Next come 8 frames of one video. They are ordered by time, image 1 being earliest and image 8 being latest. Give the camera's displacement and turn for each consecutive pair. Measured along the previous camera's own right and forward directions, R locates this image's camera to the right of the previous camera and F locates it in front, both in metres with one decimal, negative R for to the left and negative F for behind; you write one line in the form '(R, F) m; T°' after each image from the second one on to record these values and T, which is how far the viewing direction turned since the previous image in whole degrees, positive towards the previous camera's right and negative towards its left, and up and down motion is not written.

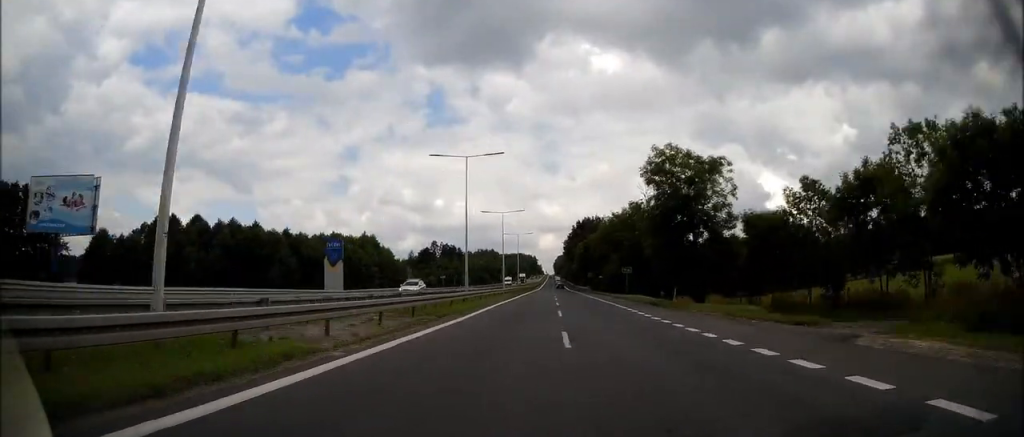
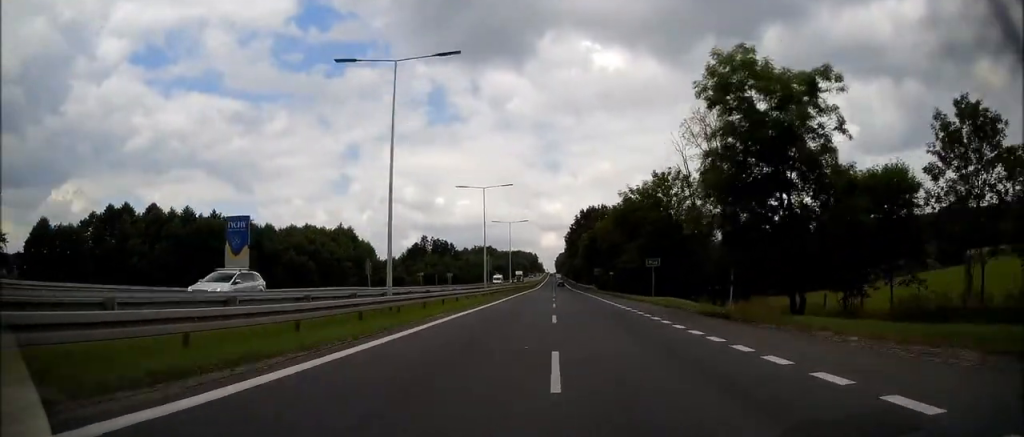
(+0.3, +17.1) m; 0°
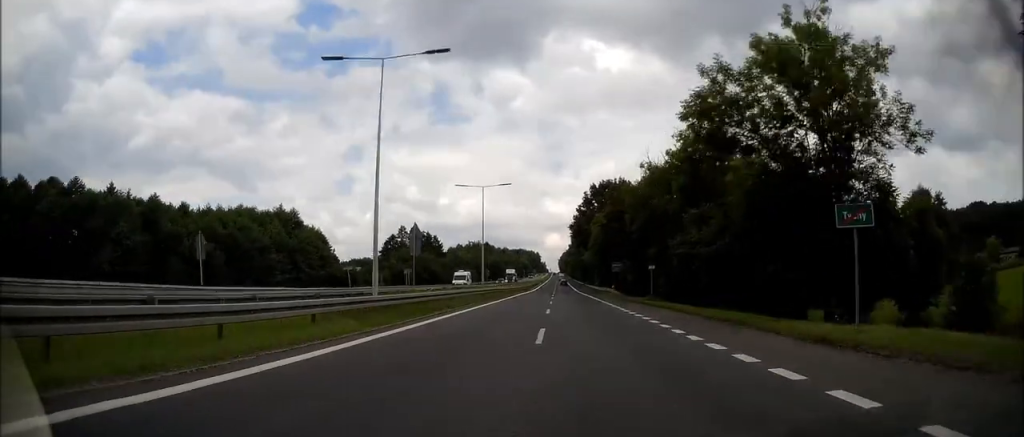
(-0.5, +29.8) m; -1°
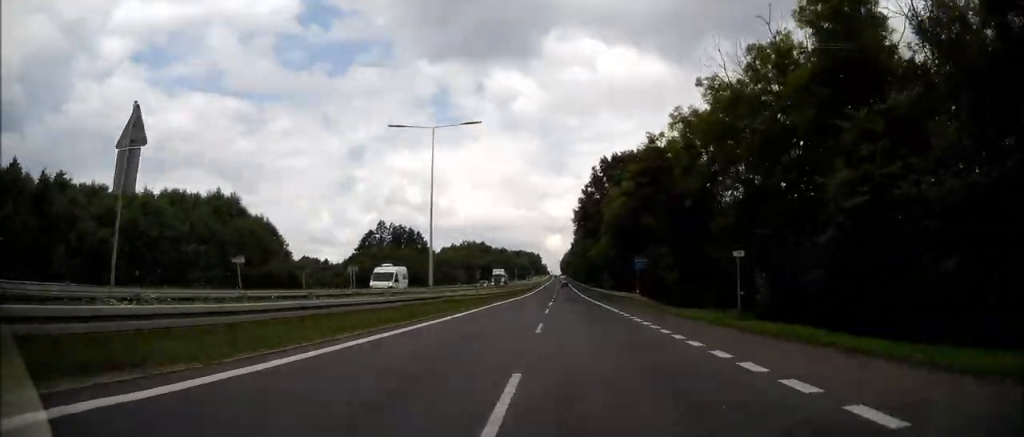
(0.0, +20.3) m; 0°
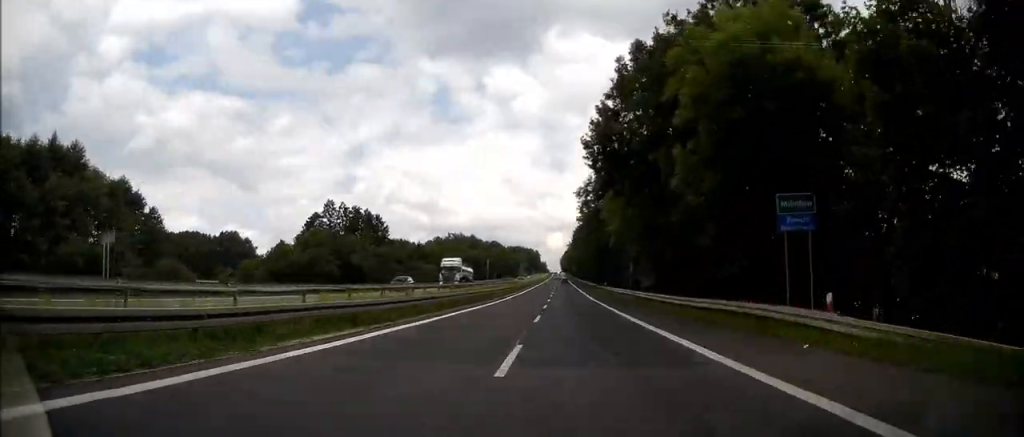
(0.0, +32.2) m; 0°
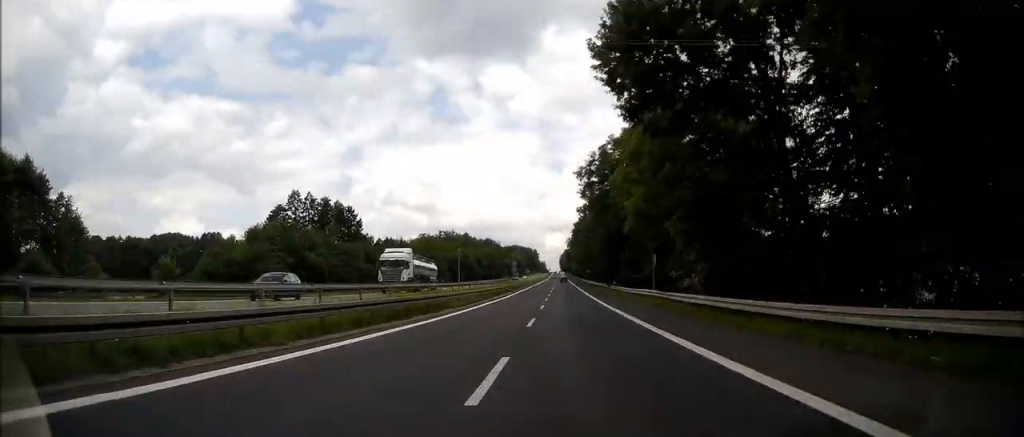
(0.0, +14.4) m; 0°
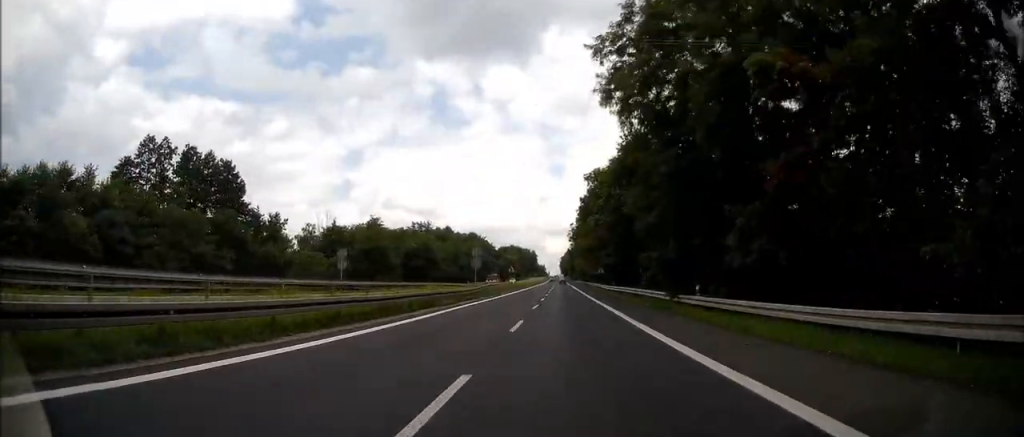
(-0.1, +38.0) m; 0°
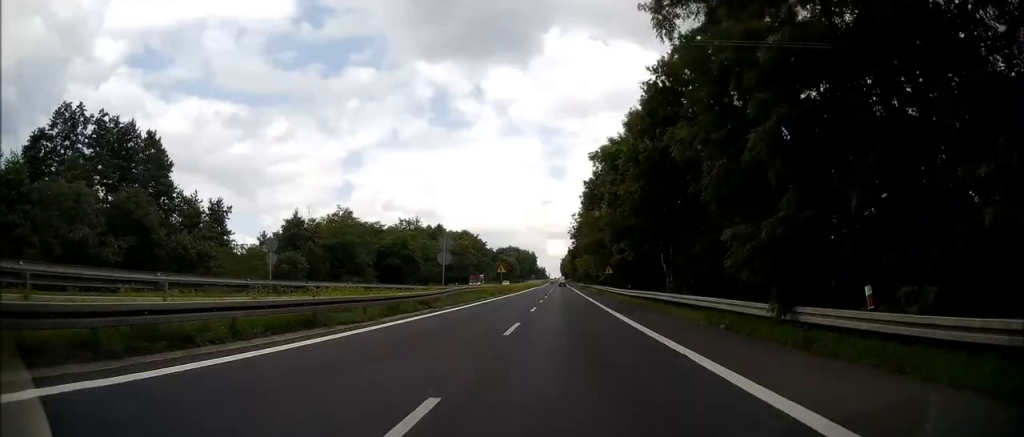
(0.0, +13.5) m; 0°
